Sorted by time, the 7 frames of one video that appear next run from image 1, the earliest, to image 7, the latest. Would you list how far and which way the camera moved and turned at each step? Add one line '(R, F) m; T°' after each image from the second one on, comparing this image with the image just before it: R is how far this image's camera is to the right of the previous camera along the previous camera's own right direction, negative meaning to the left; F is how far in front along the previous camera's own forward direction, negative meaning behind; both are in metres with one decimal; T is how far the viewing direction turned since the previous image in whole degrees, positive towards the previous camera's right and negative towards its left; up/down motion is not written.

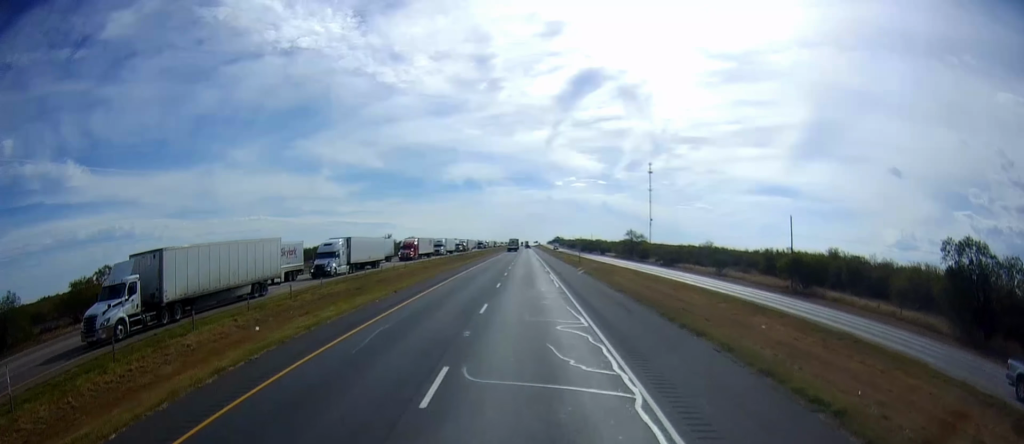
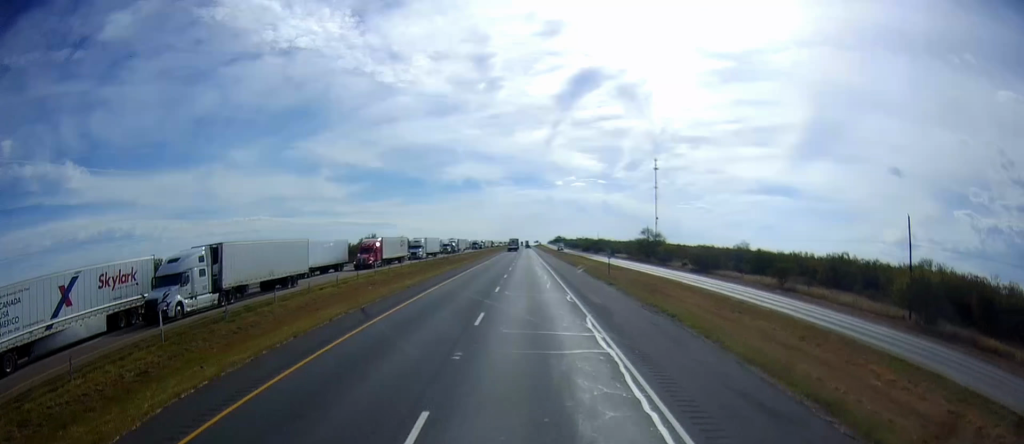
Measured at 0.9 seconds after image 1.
(-0.1, +27.3) m; 0°
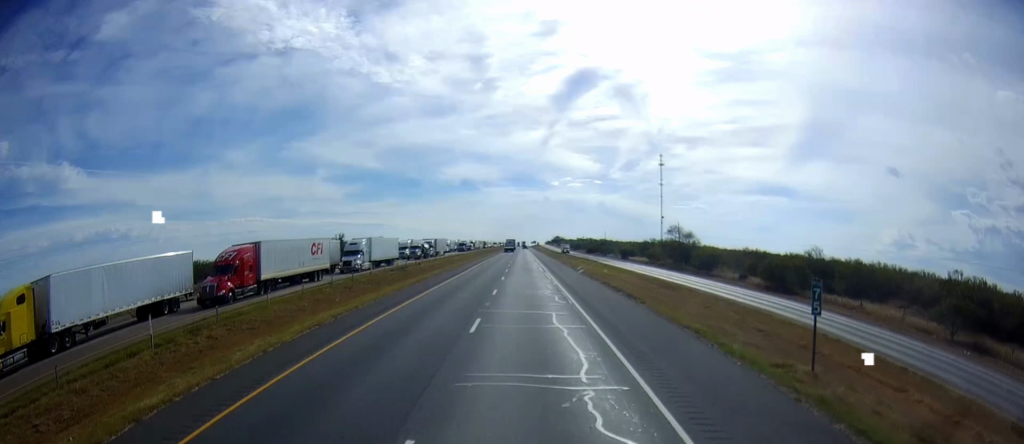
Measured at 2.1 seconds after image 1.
(-0.3, +37.4) m; 0°
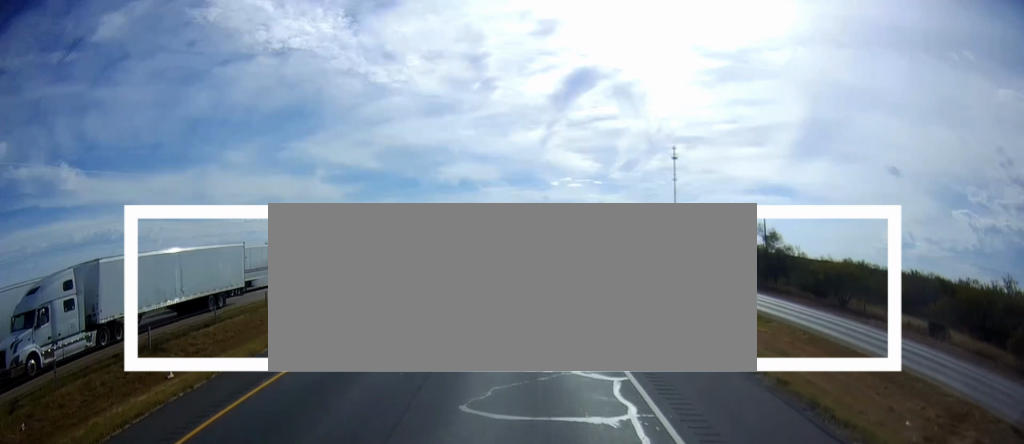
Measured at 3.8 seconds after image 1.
(0.0, +49.0) m; 0°
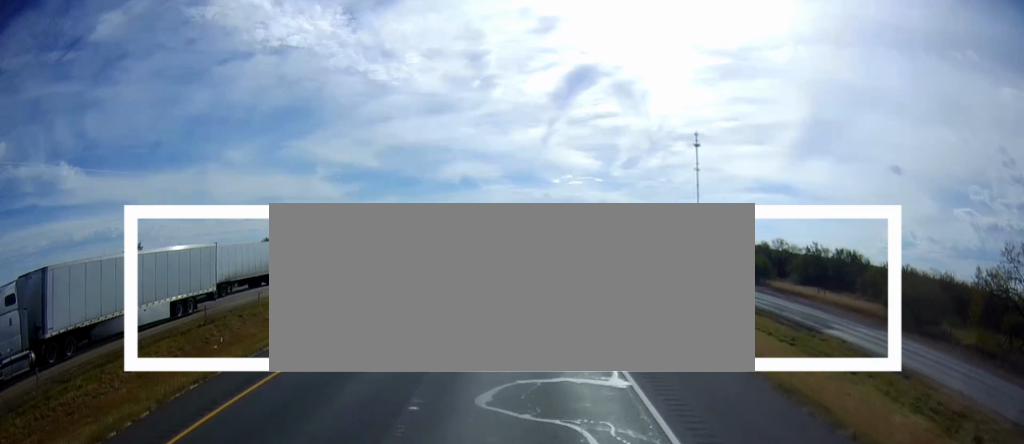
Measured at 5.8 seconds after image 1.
(-0.6, +62.1) m; 0°
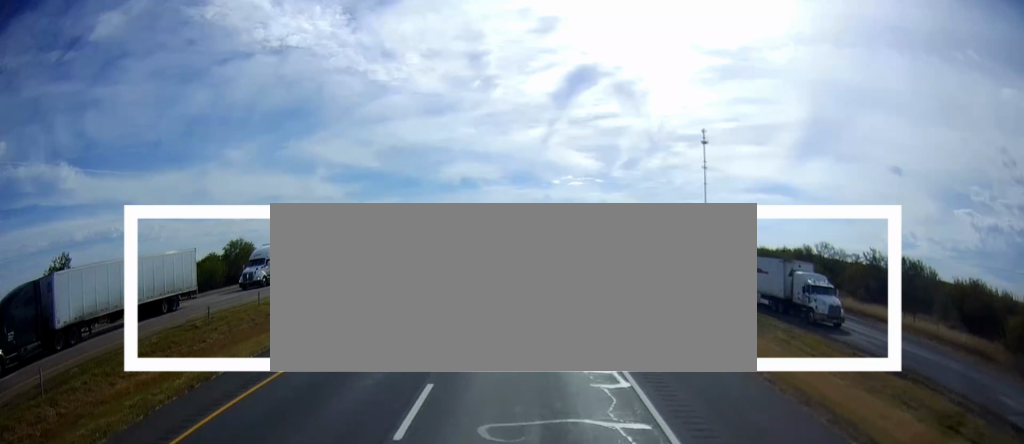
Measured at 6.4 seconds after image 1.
(+0.2, +18.2) m; 0°
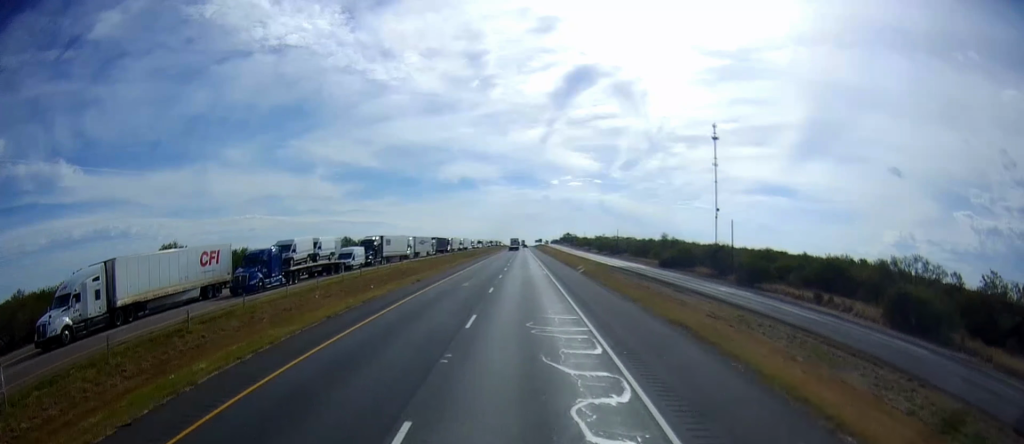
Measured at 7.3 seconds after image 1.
(-0.1, +26.3) m; 0°
